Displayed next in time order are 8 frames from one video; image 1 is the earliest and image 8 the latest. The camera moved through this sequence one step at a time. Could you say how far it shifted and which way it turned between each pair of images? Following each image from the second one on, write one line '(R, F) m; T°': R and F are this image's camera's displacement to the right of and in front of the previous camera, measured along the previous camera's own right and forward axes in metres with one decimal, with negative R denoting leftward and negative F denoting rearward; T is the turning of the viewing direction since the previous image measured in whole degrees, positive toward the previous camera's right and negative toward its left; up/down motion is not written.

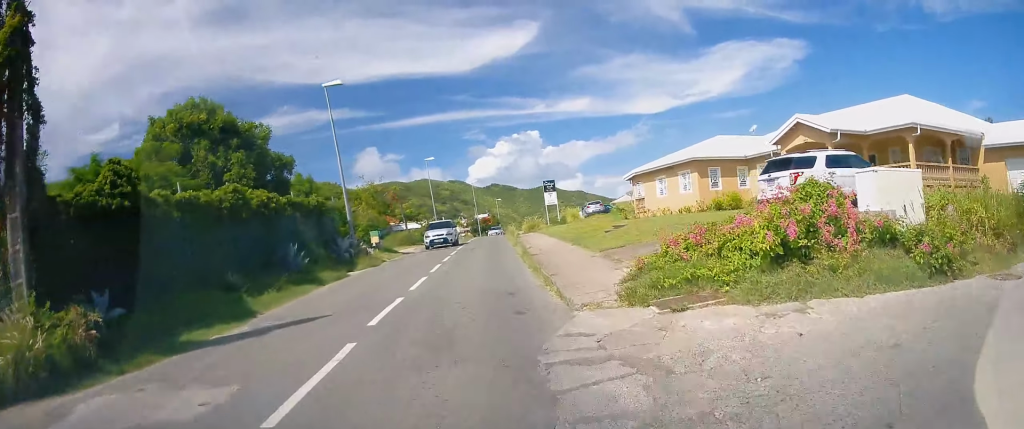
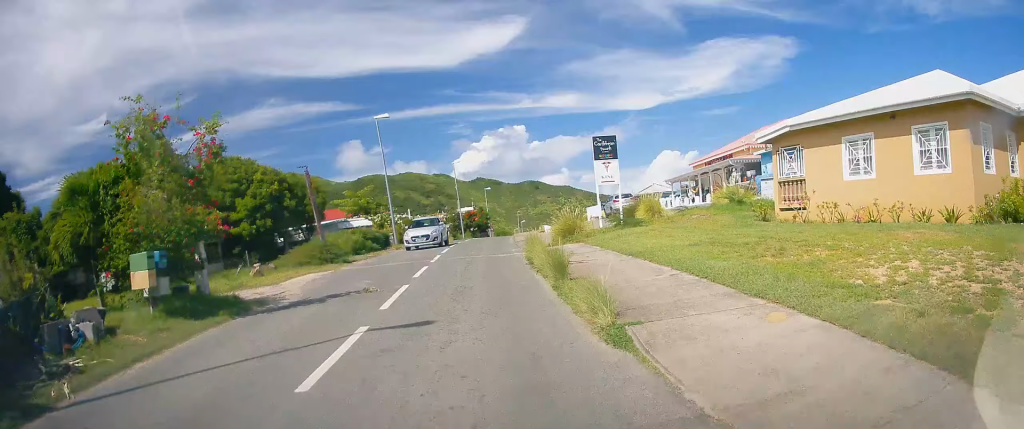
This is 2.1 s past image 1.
(0.0, +21.2) m; 0°
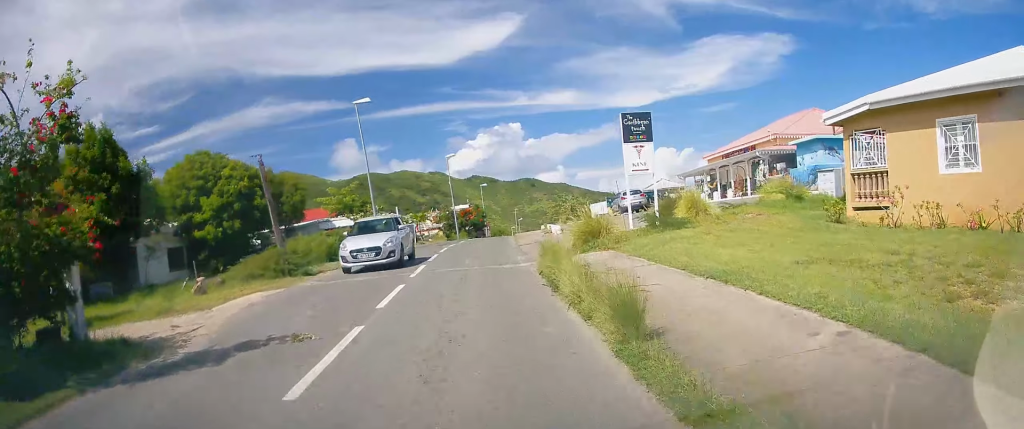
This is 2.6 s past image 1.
(0.0, +4.6) m; 0°
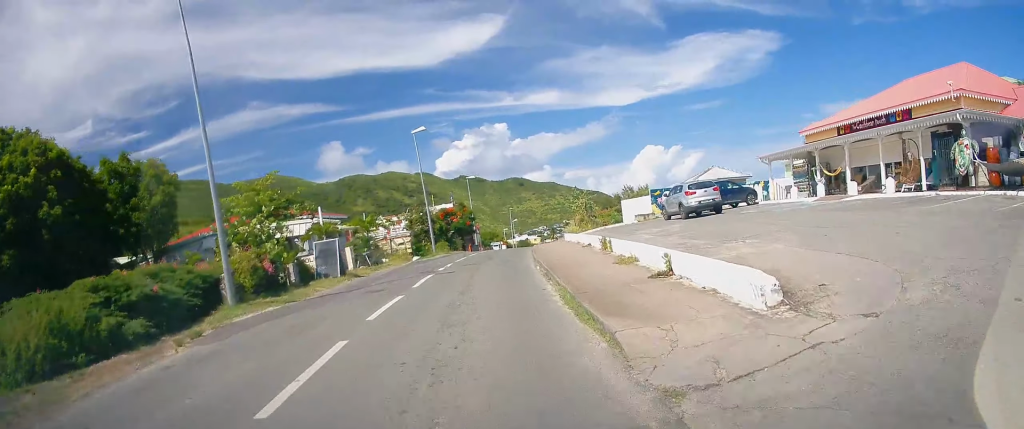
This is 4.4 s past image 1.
(+0.8, +18.0) m; +3°
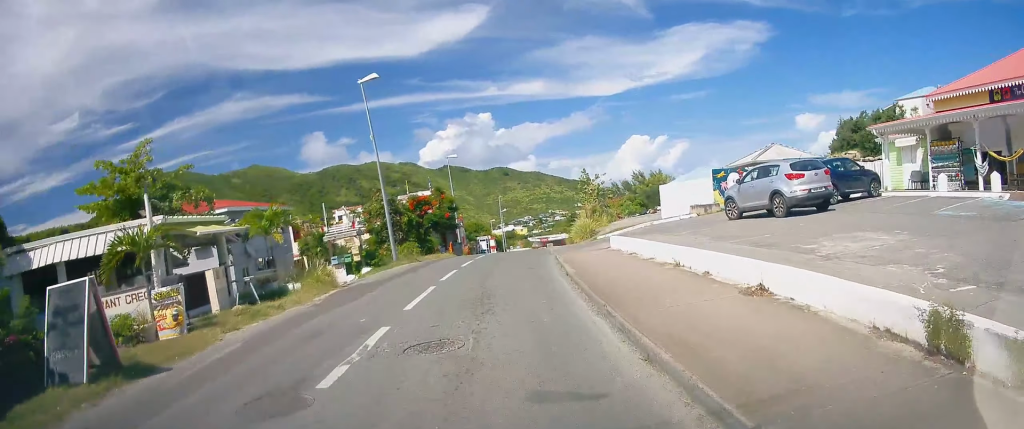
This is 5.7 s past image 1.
(-0.3, +12.6) m; 0°
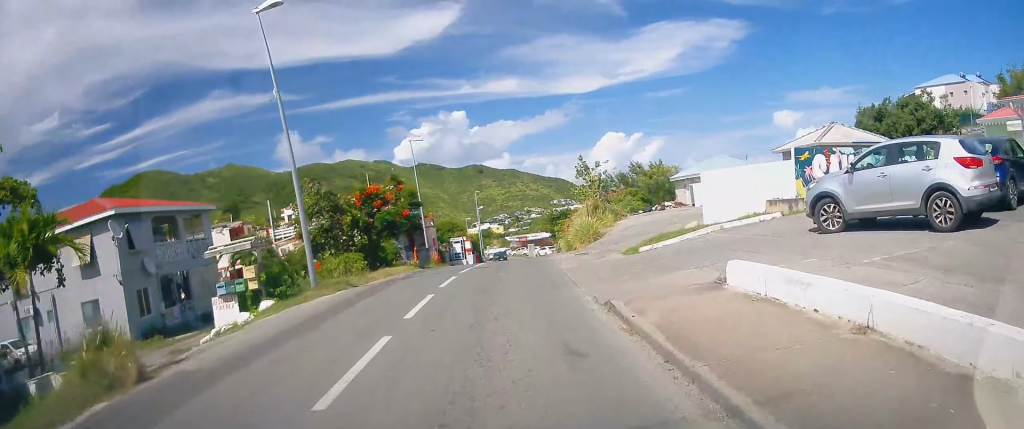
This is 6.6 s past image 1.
(+0.4, +9.3) m; +4°
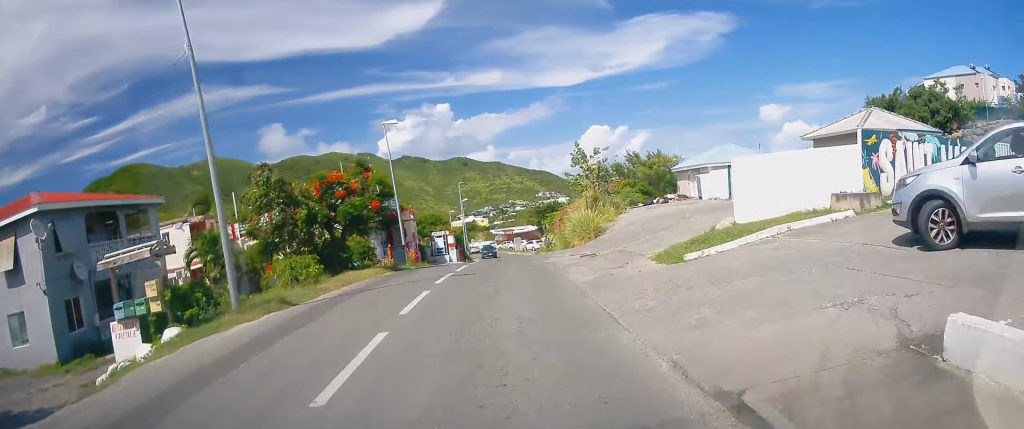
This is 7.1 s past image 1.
(+0.1, +4.3) m; 0°
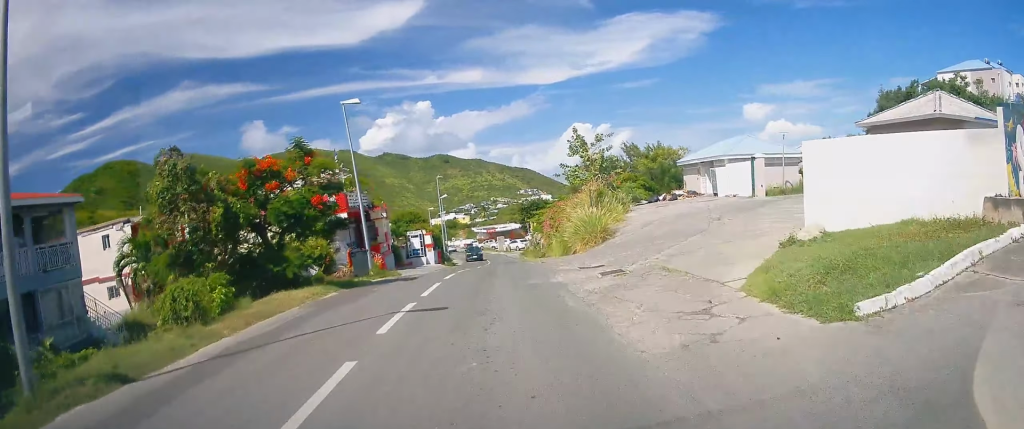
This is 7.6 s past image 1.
(+0.2, +5.6) m; 0°
